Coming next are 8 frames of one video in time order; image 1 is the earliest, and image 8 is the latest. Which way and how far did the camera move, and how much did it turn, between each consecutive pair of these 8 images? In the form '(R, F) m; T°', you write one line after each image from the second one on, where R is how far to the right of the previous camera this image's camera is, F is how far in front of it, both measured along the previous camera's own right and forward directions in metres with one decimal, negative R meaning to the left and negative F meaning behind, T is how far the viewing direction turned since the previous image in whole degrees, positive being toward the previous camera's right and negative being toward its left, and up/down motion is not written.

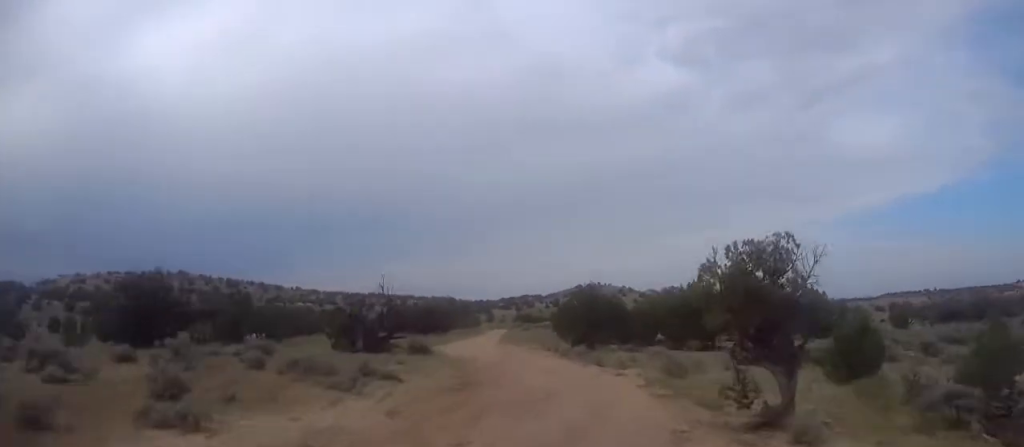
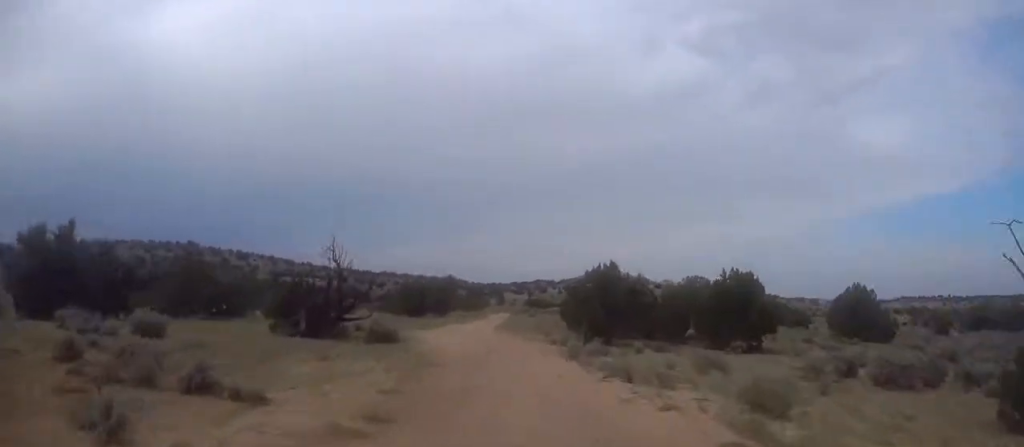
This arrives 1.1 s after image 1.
(+0.4, +9.8) m; +1°
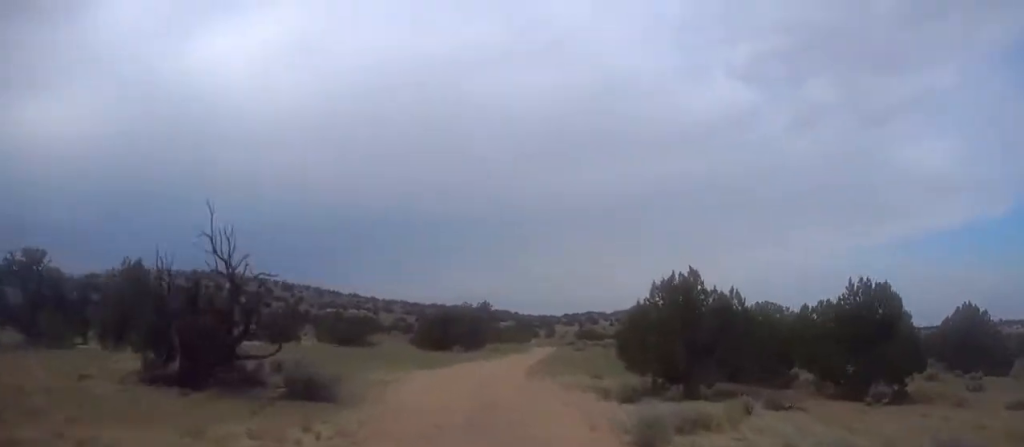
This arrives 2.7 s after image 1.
(-0.5, +13.3) m; -3°
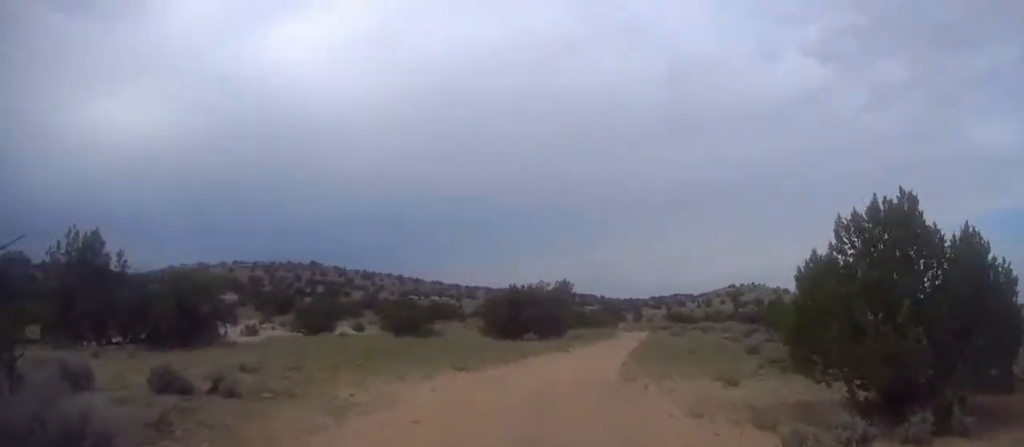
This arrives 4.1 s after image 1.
(-0.1, +11.7) m; -3°
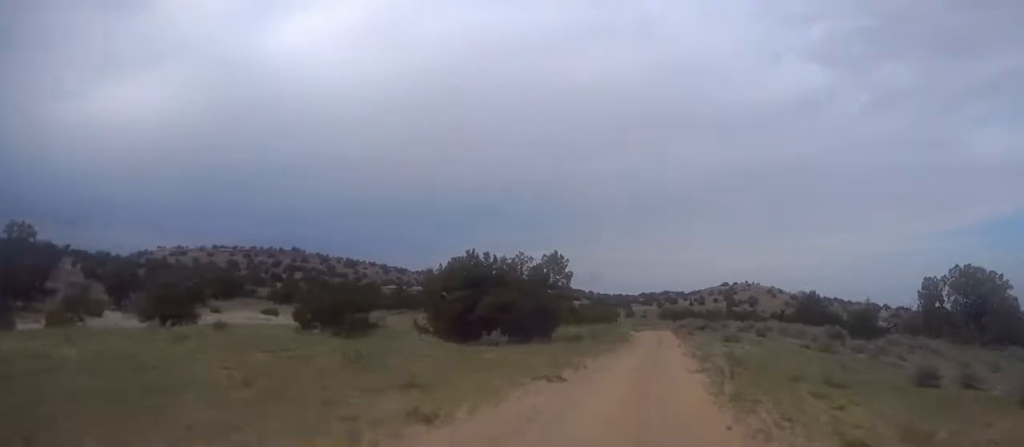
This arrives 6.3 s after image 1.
(-0.9, +19.0) m; 0°
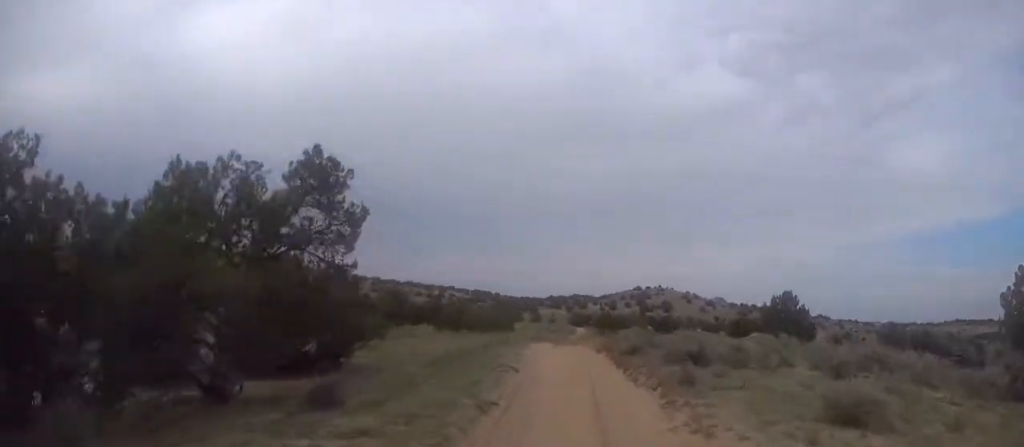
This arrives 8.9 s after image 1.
(+1.3, +24.0) m; +4°
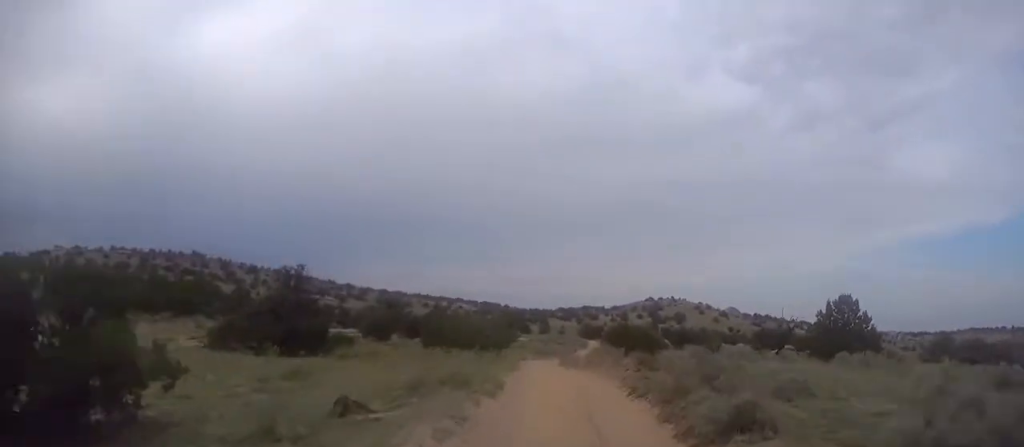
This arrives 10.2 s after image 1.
(0.0, +12.4) m; 0°
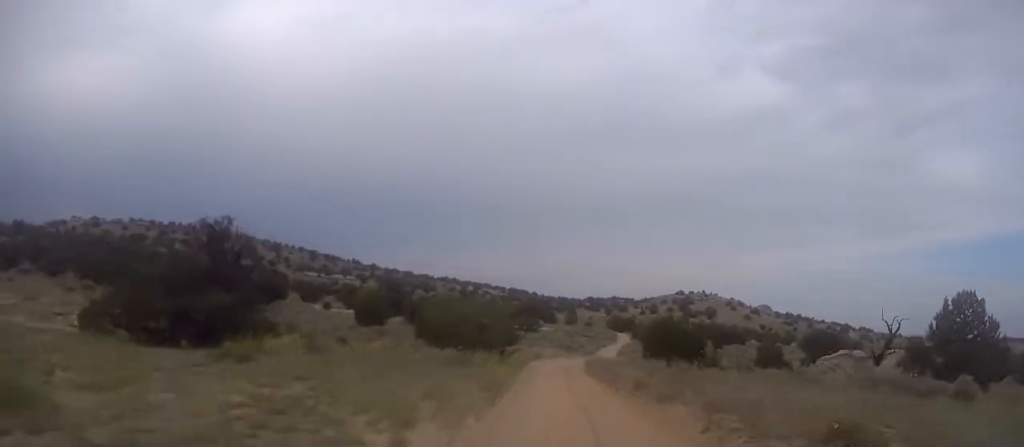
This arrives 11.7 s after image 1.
(+0.1, +15.4) m; 0°
